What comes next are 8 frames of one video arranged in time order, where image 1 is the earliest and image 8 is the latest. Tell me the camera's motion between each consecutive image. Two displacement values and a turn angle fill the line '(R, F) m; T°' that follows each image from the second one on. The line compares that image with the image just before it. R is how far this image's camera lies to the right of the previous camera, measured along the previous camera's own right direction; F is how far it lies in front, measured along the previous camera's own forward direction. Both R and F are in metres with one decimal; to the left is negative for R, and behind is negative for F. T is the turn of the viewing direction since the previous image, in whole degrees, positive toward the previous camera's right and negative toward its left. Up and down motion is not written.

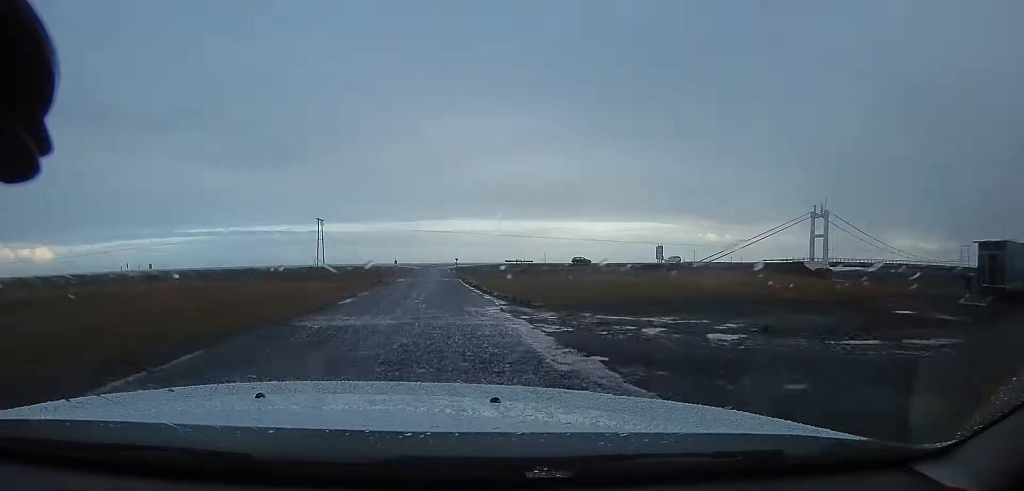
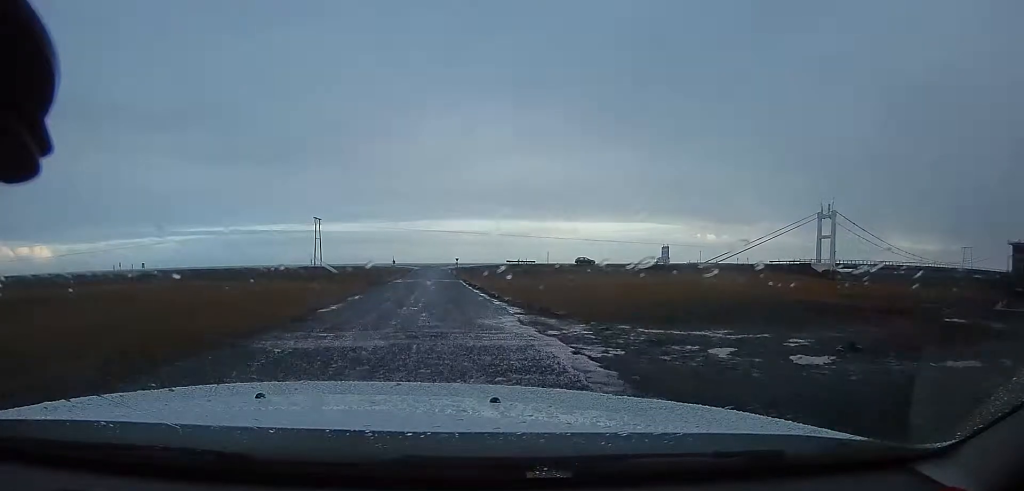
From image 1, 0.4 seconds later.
(0.0, +3.3) m; 0°
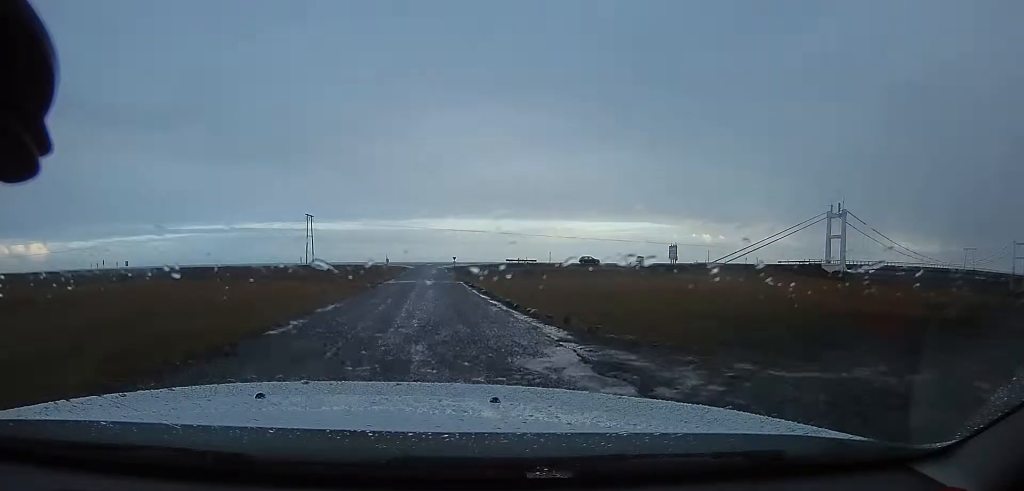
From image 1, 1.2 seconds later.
(0.0, +5.8) m; 0°
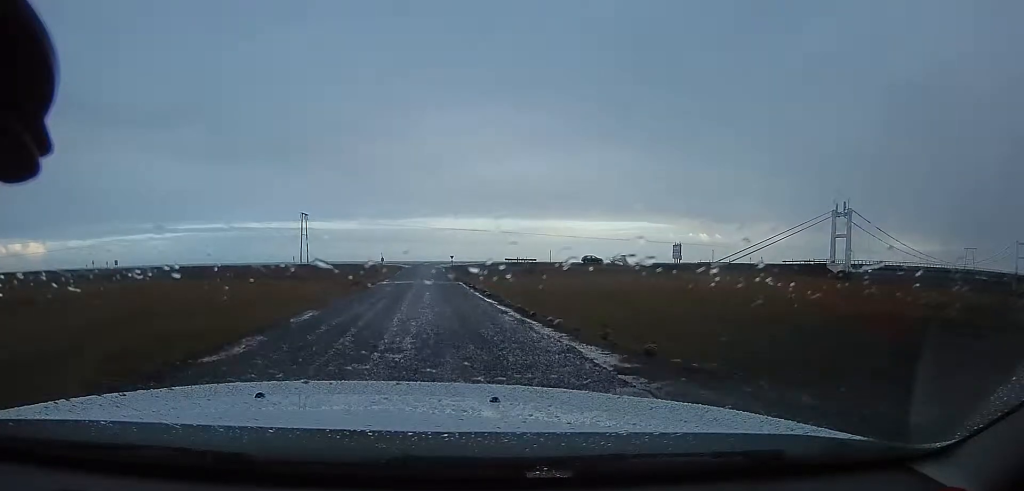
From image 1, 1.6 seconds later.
(0.0, +3.2) m; 0°
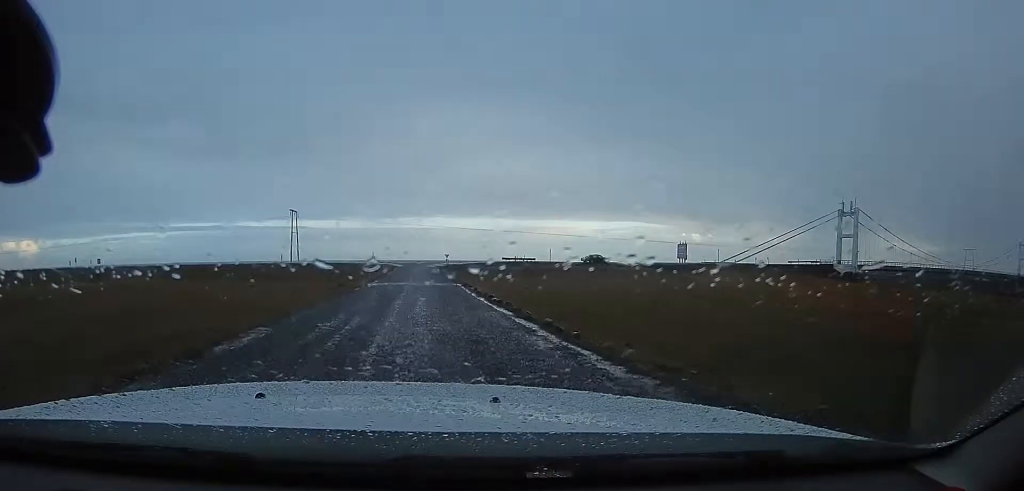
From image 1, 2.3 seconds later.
(0.0, +4.6) m; 0°
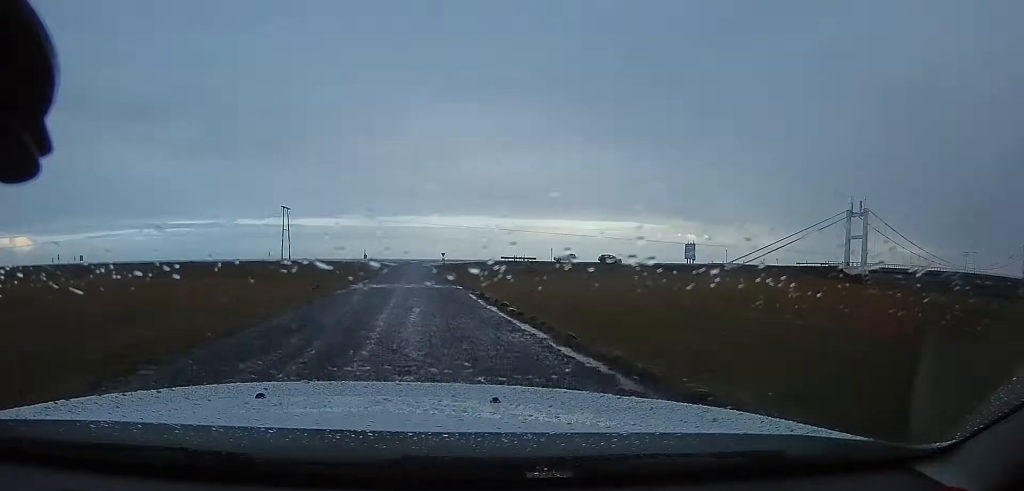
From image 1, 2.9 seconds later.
(0.0, +4.8) m; 0°
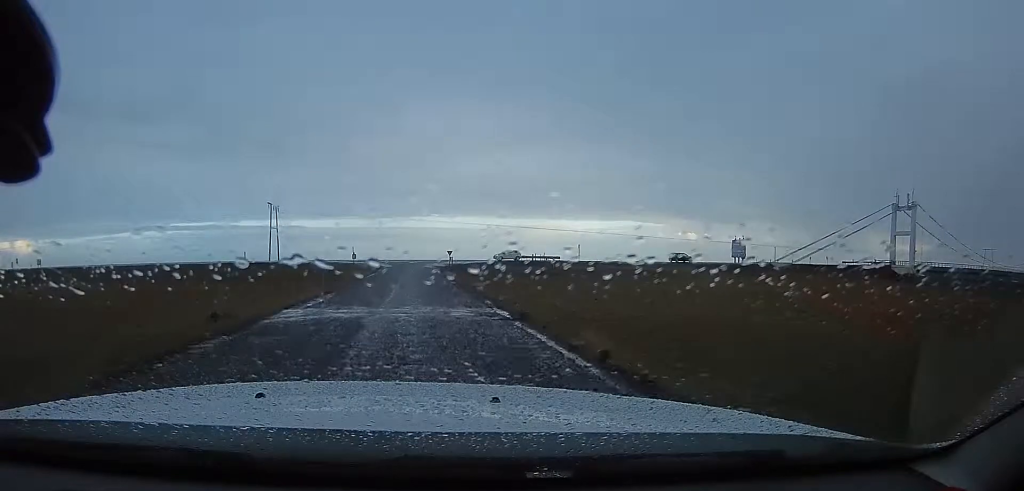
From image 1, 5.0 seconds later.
(-1.2, +14.4) m; -5°
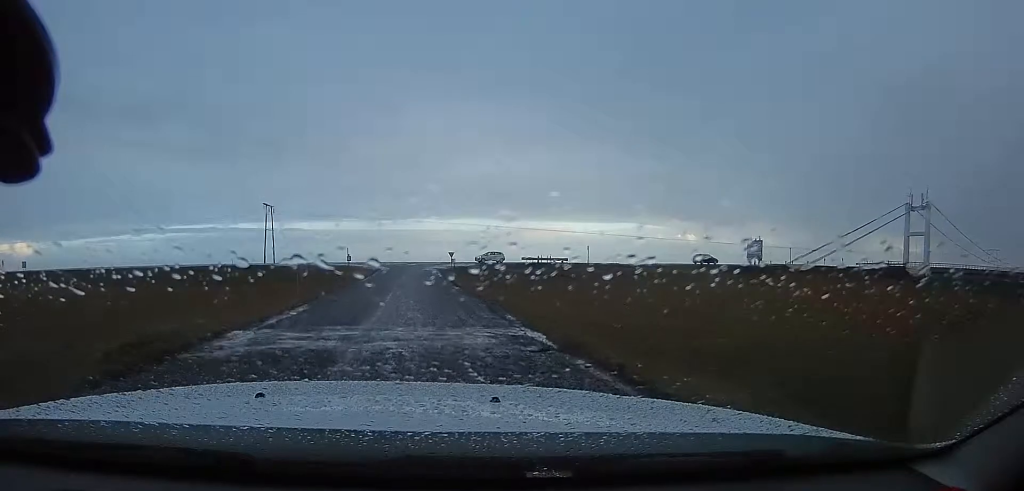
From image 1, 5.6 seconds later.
(+0.3, +4.2) m; +3°
